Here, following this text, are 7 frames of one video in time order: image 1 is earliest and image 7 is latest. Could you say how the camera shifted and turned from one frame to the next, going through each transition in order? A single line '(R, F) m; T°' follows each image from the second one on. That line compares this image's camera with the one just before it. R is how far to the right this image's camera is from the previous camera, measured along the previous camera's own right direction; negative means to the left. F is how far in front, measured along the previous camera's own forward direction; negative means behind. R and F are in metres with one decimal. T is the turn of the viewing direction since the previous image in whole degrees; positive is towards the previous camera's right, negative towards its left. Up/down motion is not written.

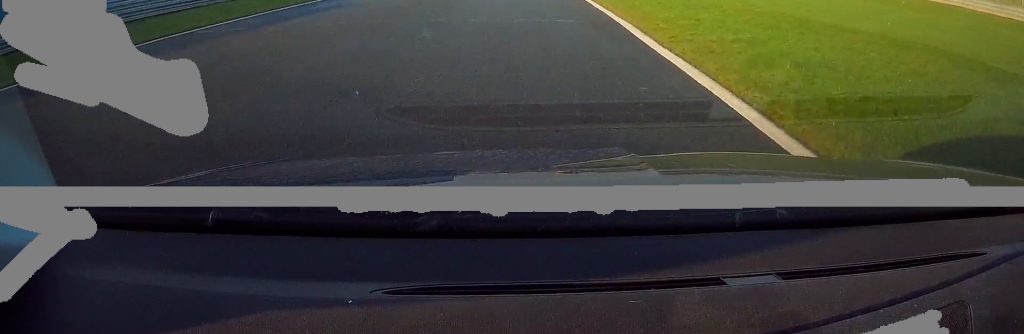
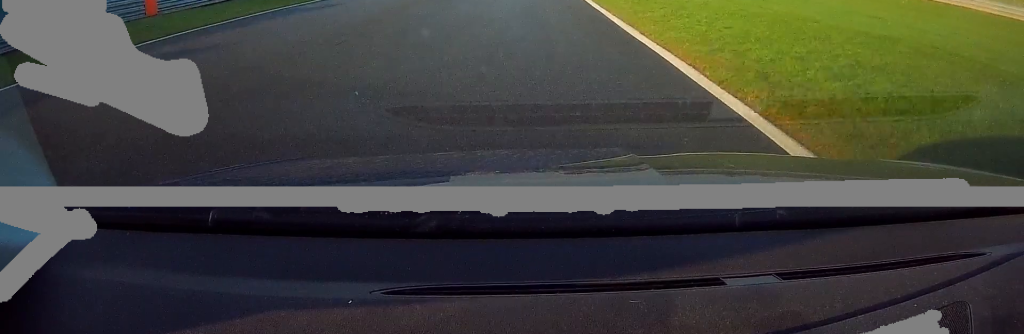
(-0.1, +10.7) m; 0°
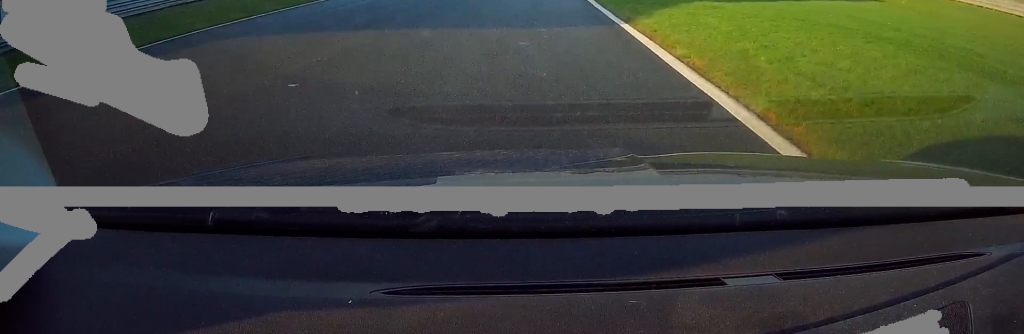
(0.0, +27.3) m; 0°
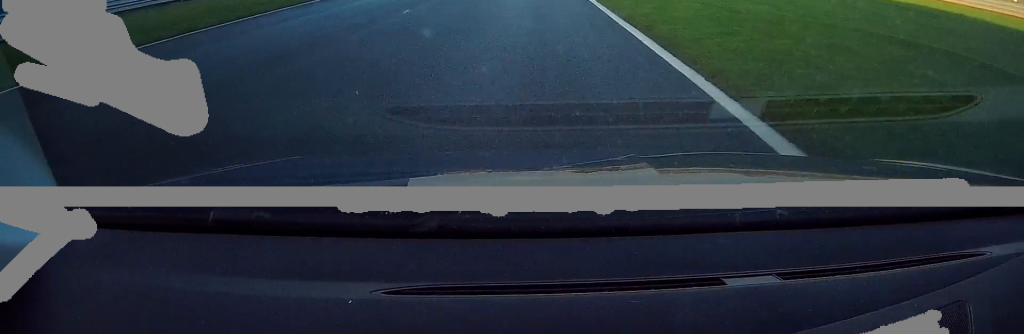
(-0.2, +30.2) m; 0°
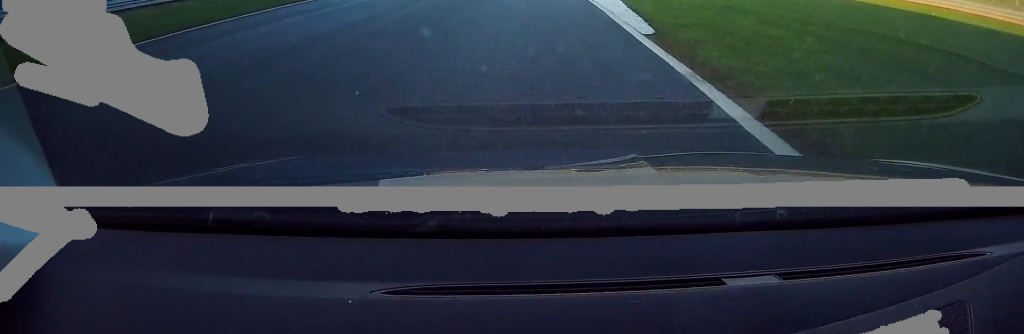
(0.0, +22.3) m; 0°
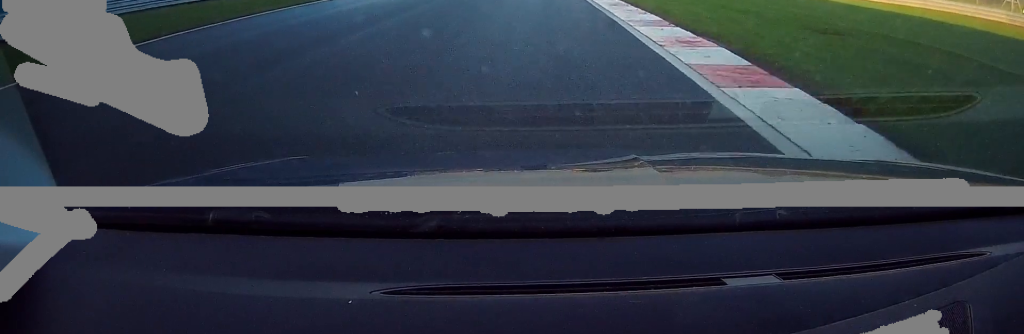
(+0.2, +19.1) m; 0°
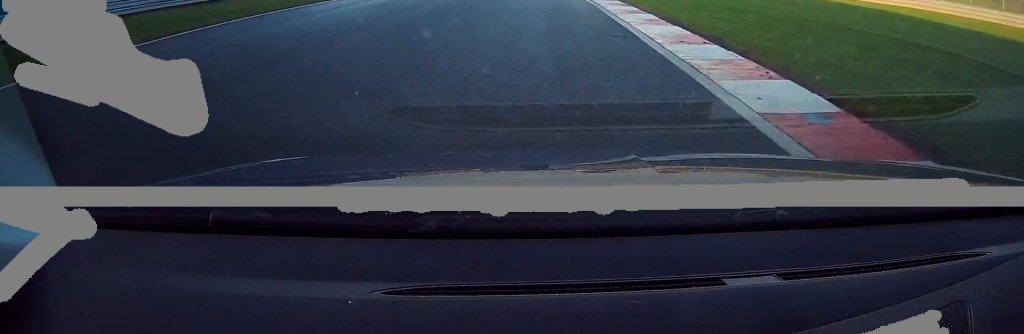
(0.0, +9.2) m; 0°
